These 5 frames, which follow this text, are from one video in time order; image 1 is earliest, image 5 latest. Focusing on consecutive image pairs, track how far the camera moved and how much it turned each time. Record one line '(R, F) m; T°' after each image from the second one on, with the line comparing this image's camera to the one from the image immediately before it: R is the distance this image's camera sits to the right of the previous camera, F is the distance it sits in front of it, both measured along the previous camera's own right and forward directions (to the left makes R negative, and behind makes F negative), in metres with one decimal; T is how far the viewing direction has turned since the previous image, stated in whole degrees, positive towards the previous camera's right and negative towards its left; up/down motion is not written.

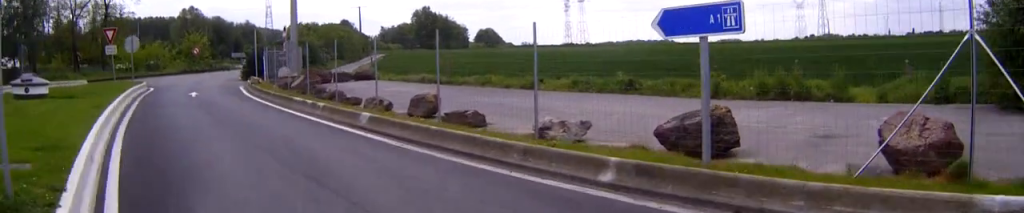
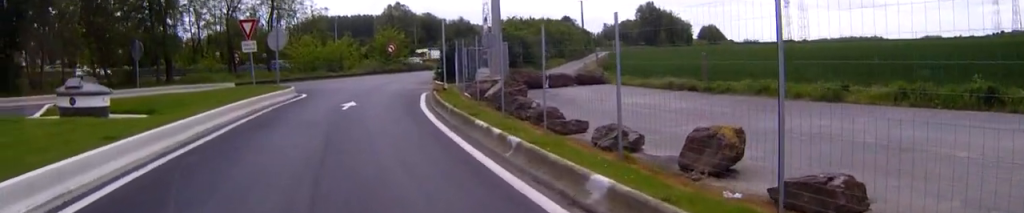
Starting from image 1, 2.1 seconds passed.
(-2.0, +10.0) m; -20°
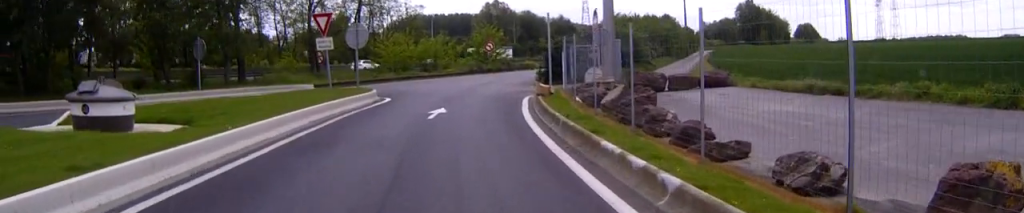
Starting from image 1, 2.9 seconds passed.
(-0.2, +4.4) m; -3°
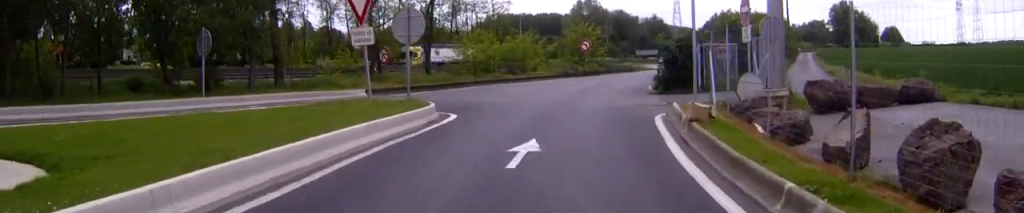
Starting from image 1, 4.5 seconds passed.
(-0.1, +10.5) m; 0°
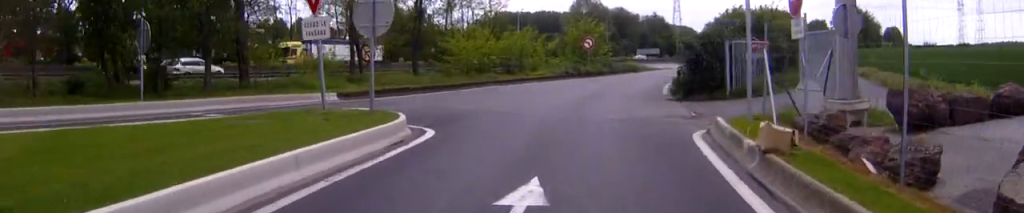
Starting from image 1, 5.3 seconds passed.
(0.0, +5.2) m; +1°
